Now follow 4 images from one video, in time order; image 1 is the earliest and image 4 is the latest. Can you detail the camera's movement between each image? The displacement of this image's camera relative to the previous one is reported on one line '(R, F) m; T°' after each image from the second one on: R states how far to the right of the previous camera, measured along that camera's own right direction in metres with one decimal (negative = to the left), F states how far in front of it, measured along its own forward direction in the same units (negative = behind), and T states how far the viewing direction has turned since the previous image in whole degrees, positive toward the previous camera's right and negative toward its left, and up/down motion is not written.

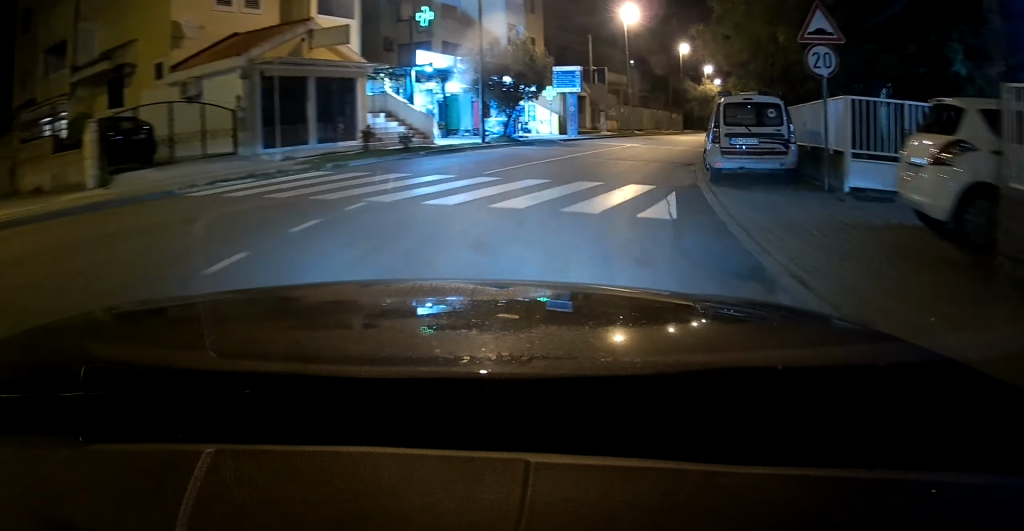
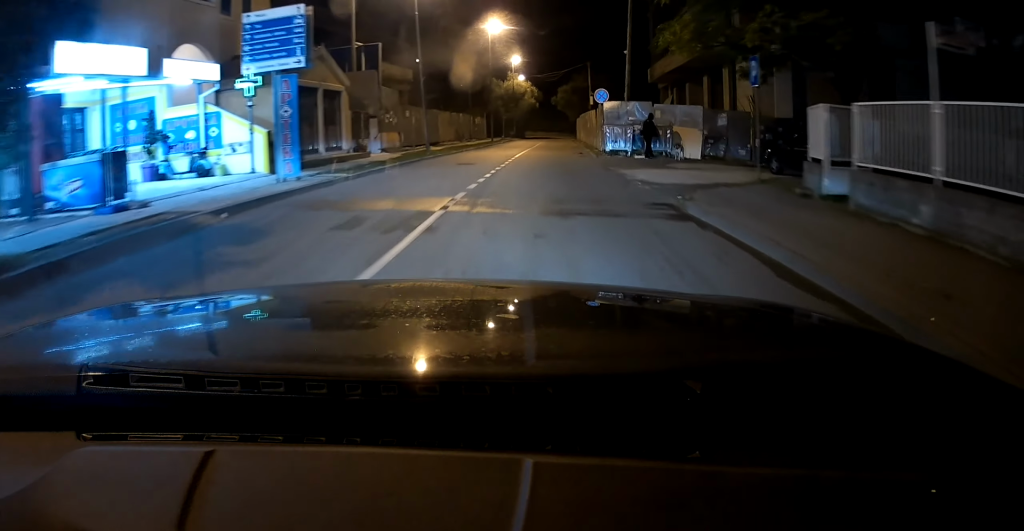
(+3.8, +21.5) m; +16°
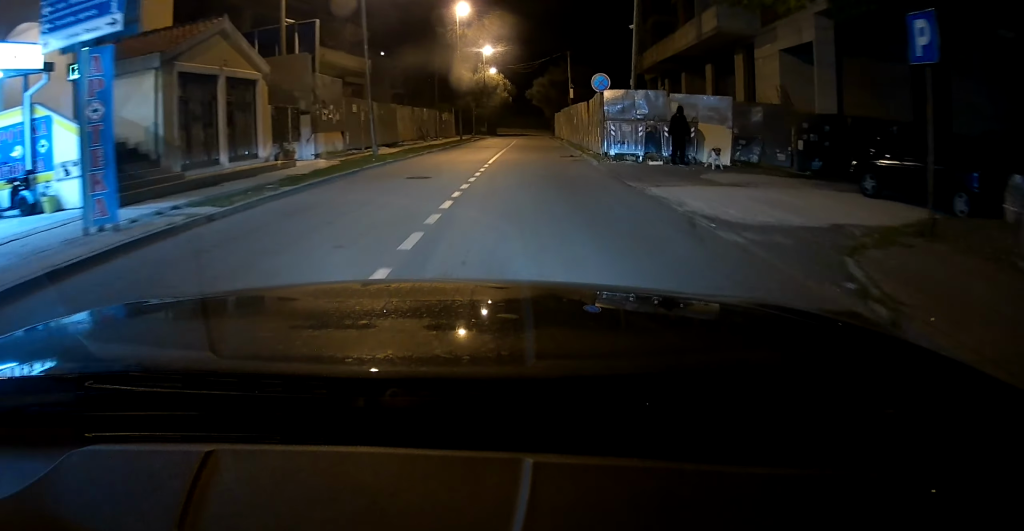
(+0.2, +6.5) m; +3°
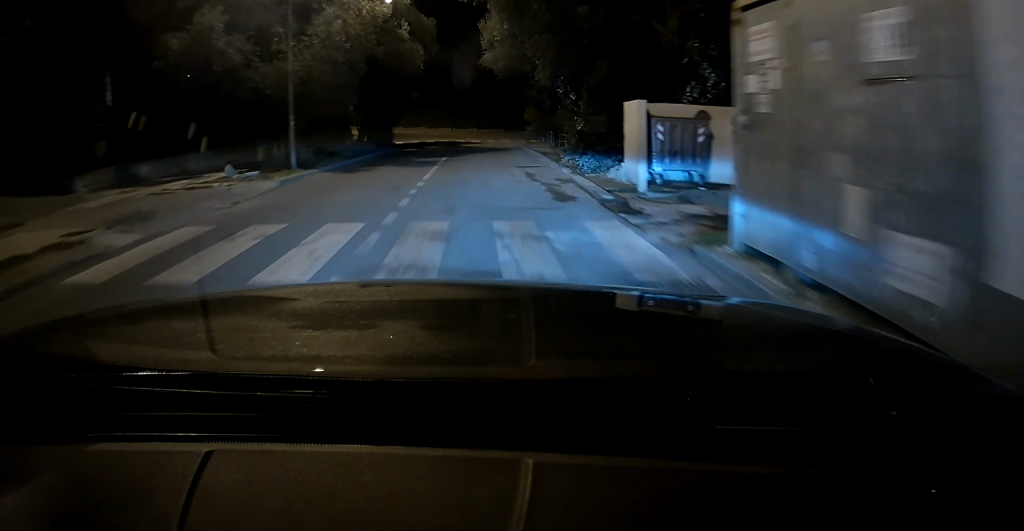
(+4.3, +52.3) m; +6°
